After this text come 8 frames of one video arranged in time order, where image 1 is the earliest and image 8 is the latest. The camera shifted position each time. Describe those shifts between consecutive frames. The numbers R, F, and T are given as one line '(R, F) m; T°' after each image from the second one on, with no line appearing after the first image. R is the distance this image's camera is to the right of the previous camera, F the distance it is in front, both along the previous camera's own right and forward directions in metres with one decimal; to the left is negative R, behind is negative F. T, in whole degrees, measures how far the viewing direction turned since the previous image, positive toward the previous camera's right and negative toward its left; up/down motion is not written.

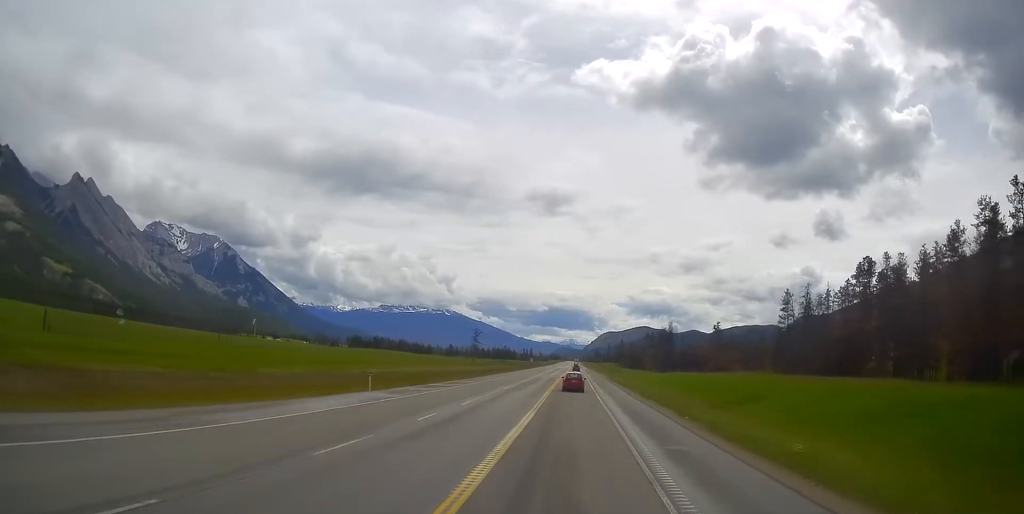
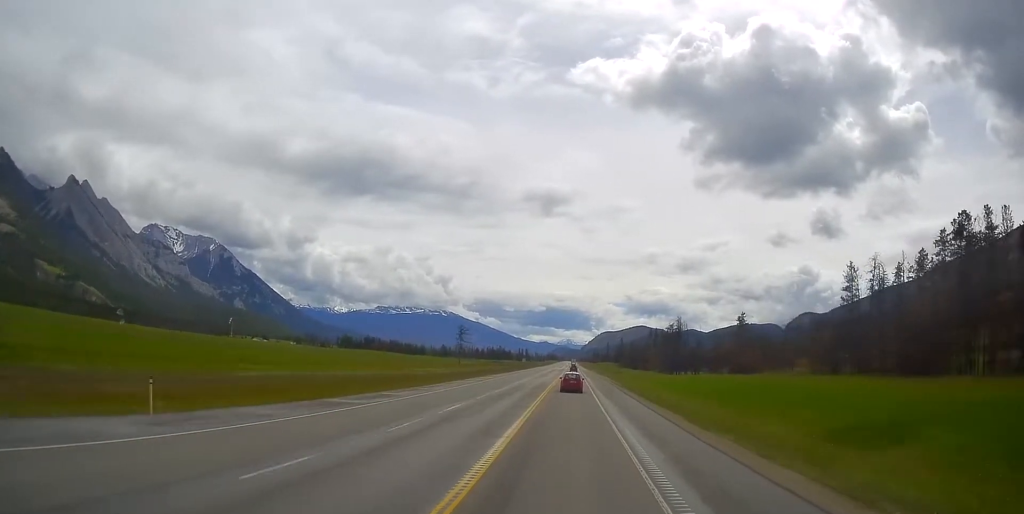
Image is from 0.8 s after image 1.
(+0.1, +20.9) m; +1°
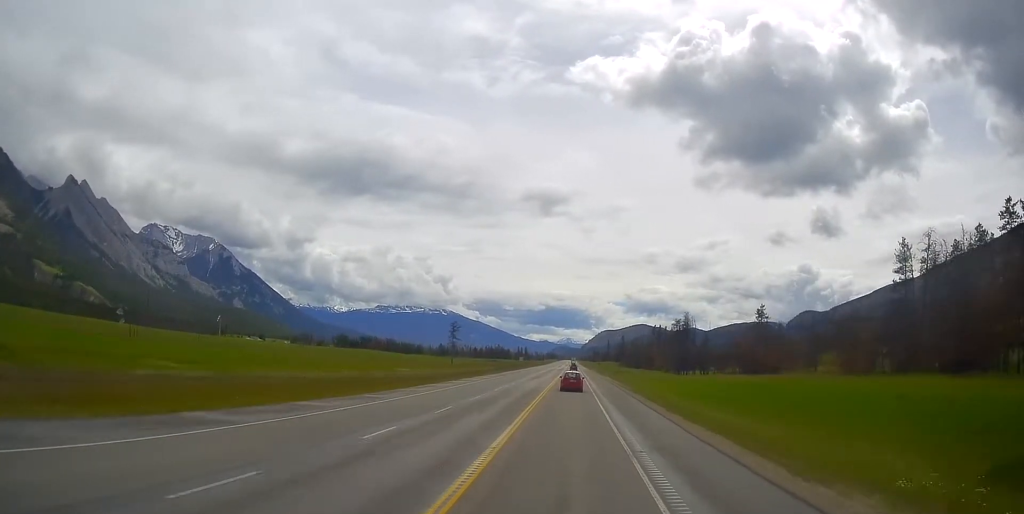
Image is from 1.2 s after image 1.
(+0.2, +11.1) m; 0°
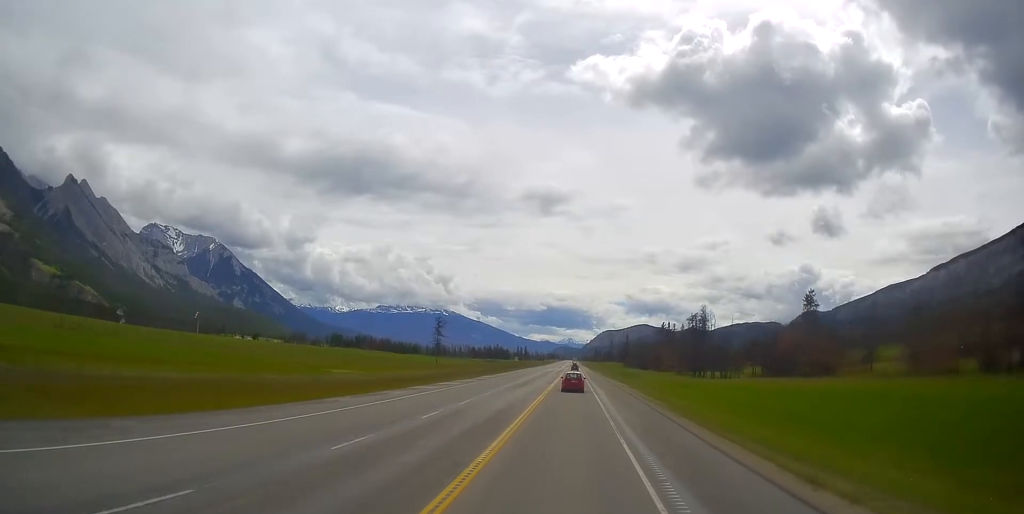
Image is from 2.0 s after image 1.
(-0.2, +19.9) m; 0°
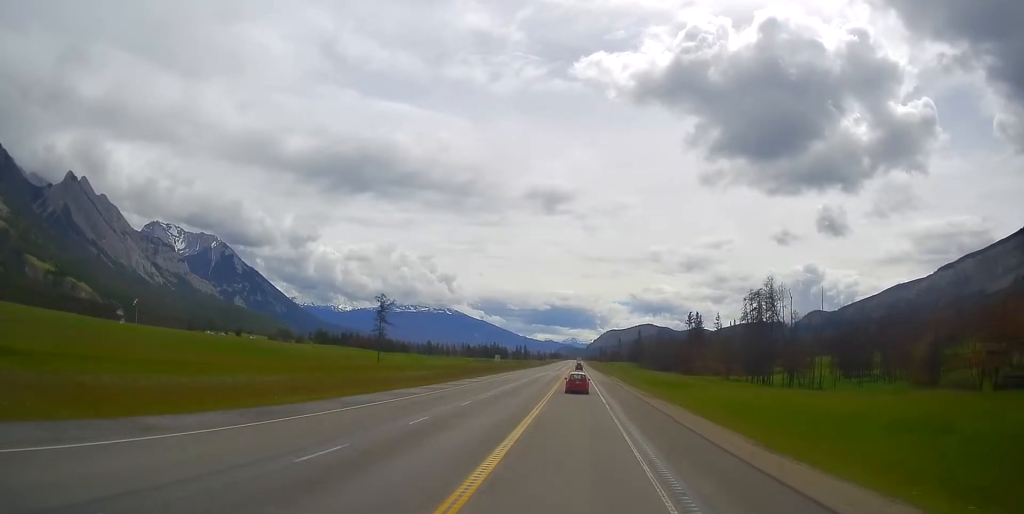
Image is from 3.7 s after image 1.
(+0.3, +46.5) m; +1°
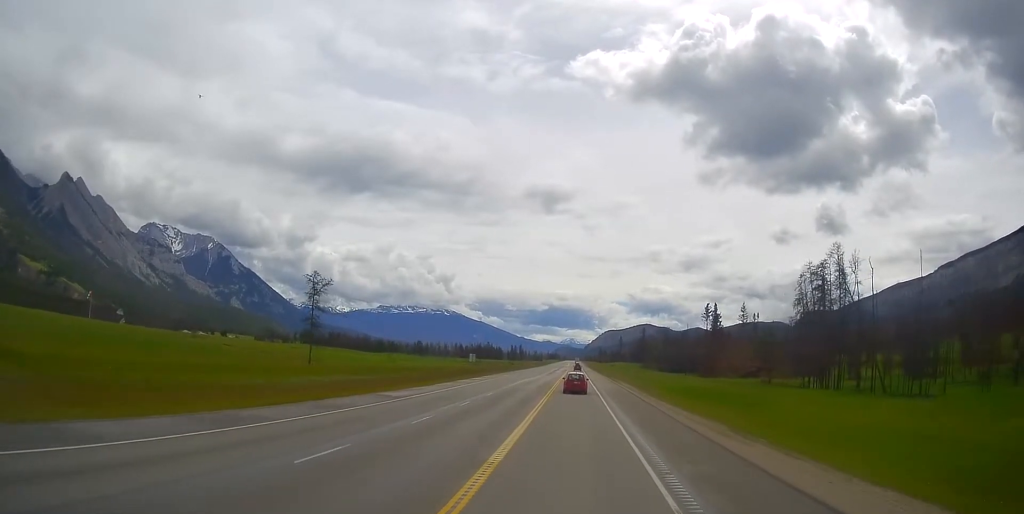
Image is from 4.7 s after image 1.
(-0.3, +26.5) m; -1°
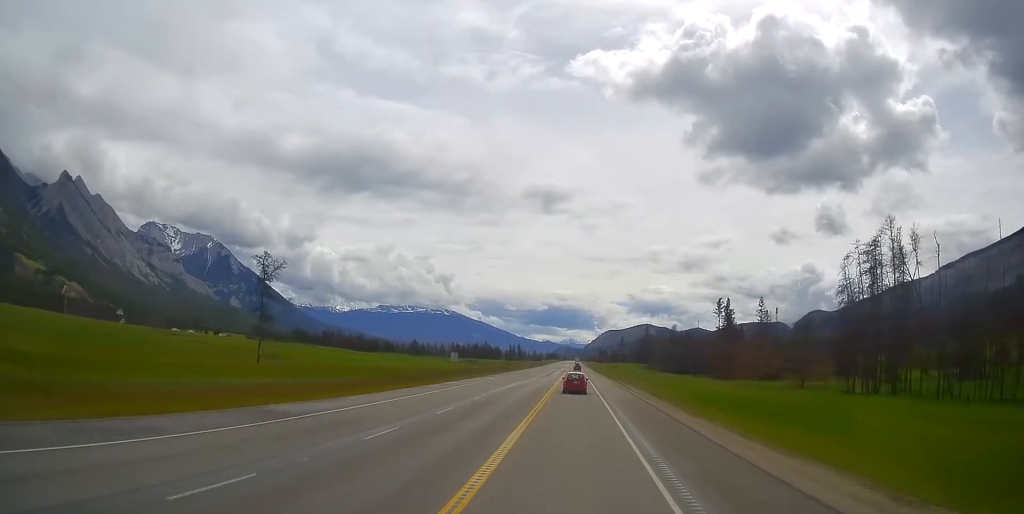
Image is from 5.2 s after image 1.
(-0.2, +13.2) m; 0°
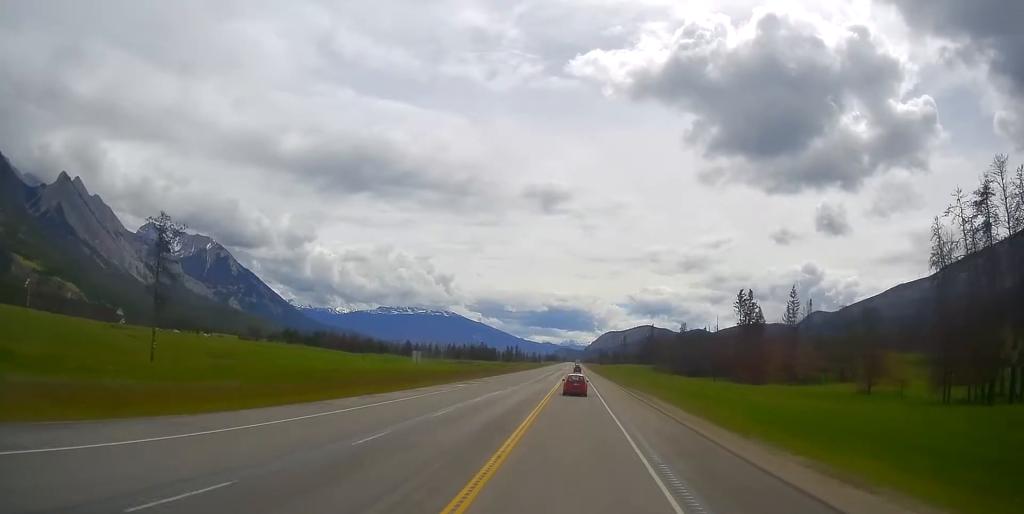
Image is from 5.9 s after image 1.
(0.0, +18.6) m; +1°
